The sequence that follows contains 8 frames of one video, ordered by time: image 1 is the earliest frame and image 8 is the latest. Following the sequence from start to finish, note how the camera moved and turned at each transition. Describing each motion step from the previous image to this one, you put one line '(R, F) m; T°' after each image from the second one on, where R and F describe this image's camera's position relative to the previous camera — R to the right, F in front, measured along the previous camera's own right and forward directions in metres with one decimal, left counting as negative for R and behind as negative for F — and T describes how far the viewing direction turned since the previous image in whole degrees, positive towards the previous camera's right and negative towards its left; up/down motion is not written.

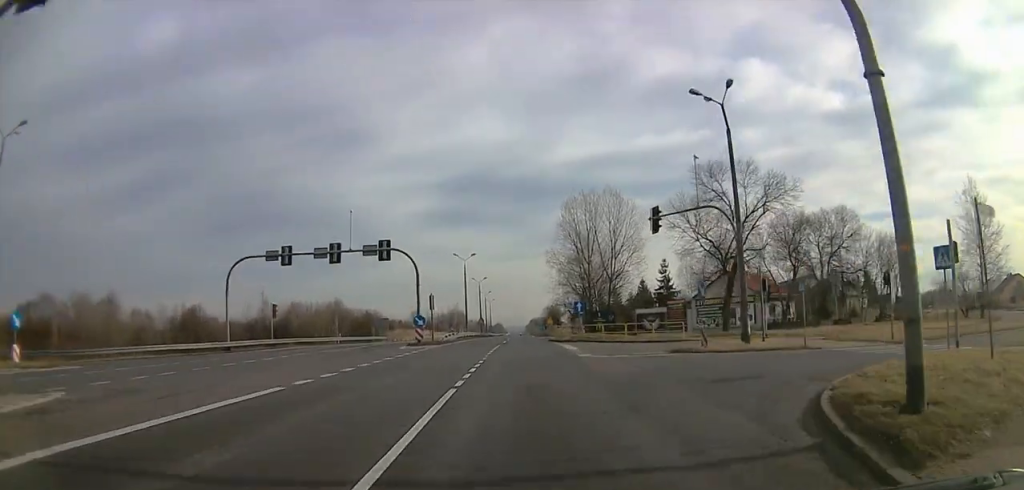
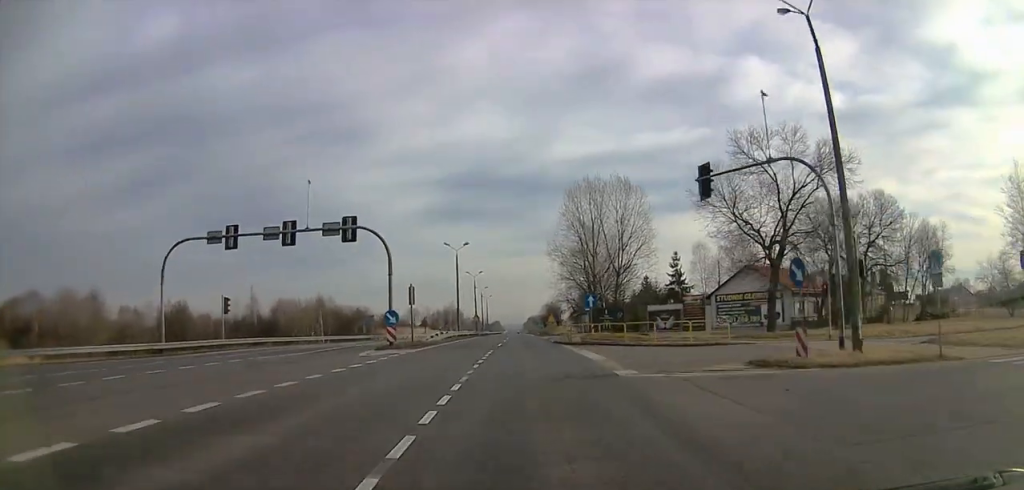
(0.0, +9.7) m; 0°
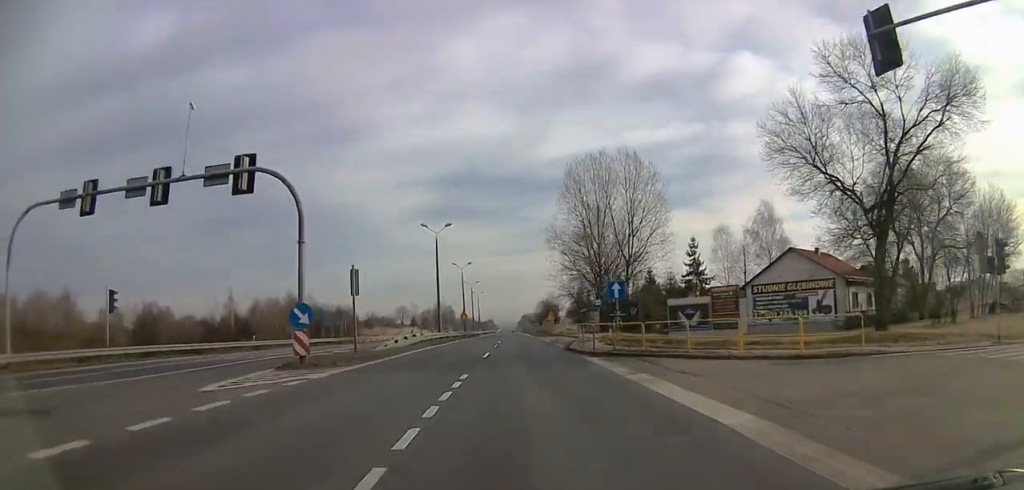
(-0.1, +13.4) m; 0°
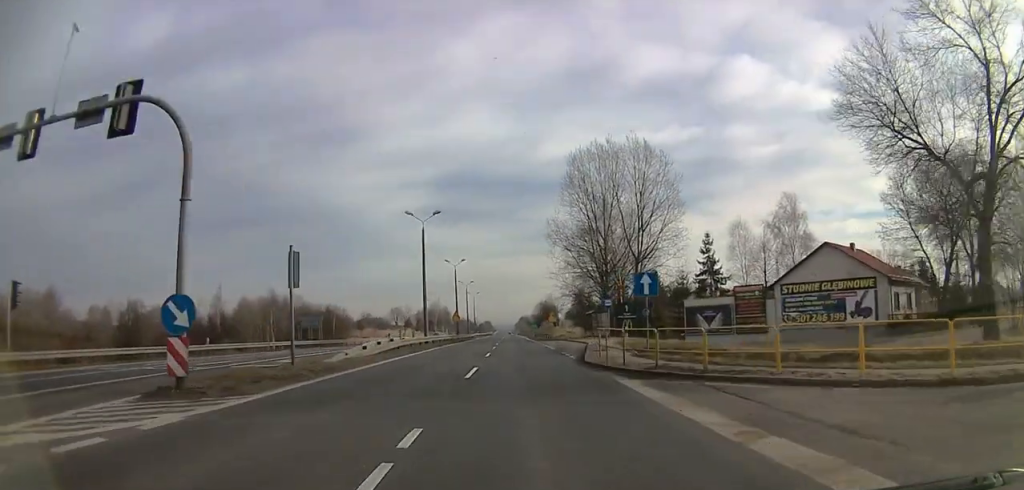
(+0.1, +7.5) m; +1°
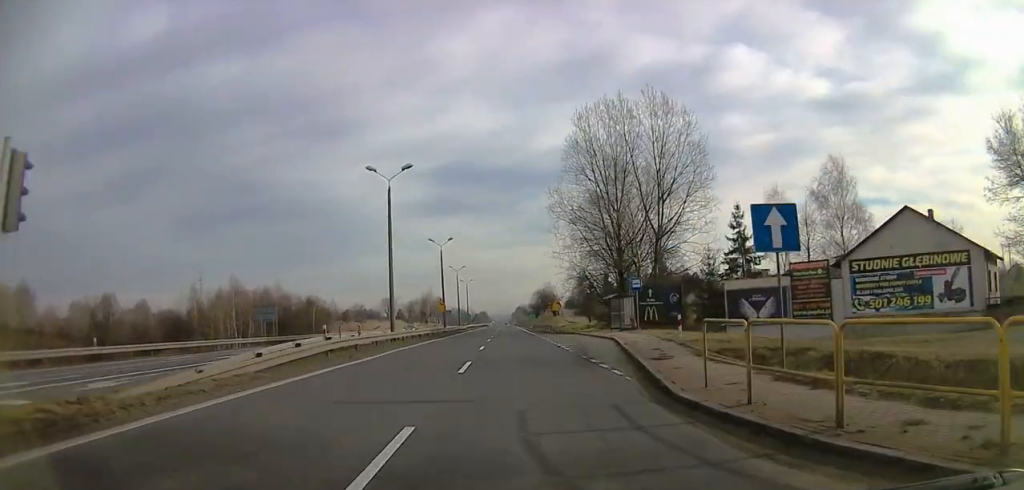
(+0.1, +12.7) m; +1°
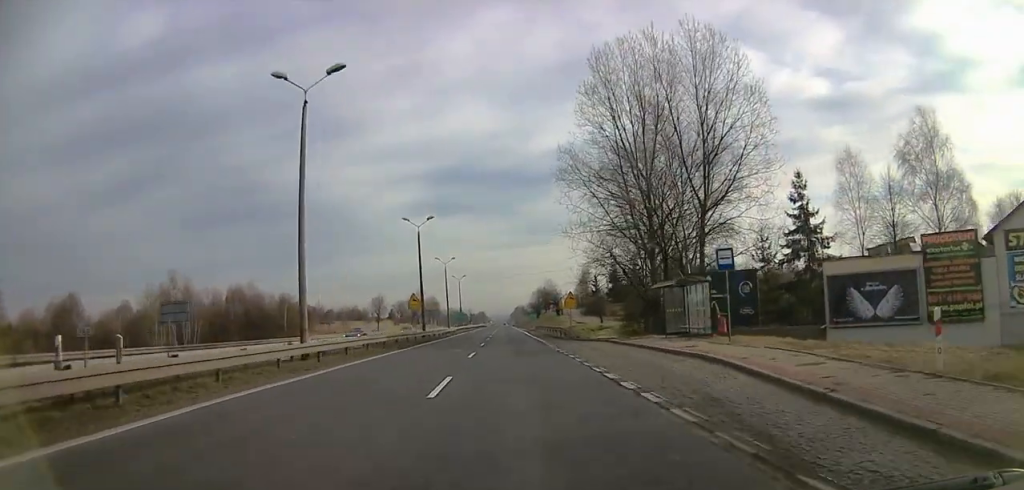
(+0.2, +16.9) m; 0°
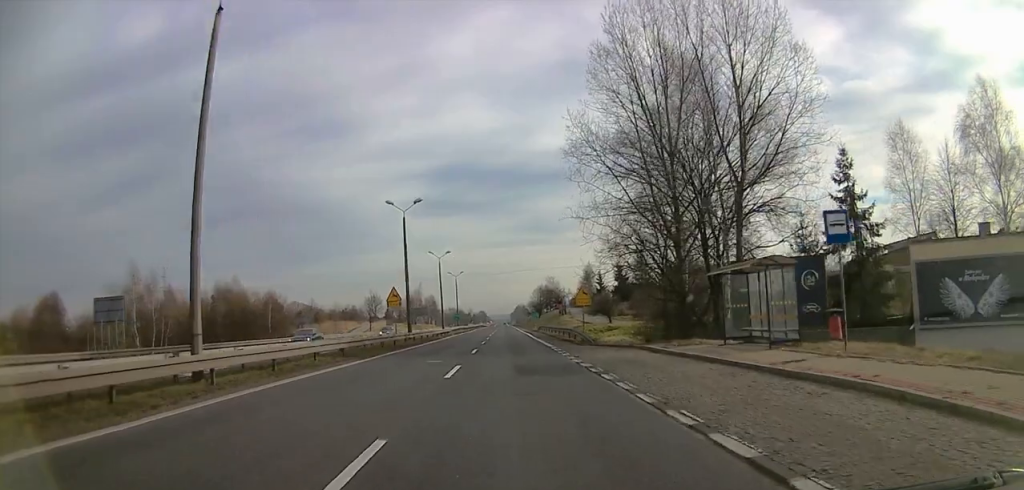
(-0.1, +7.6) m; -1°
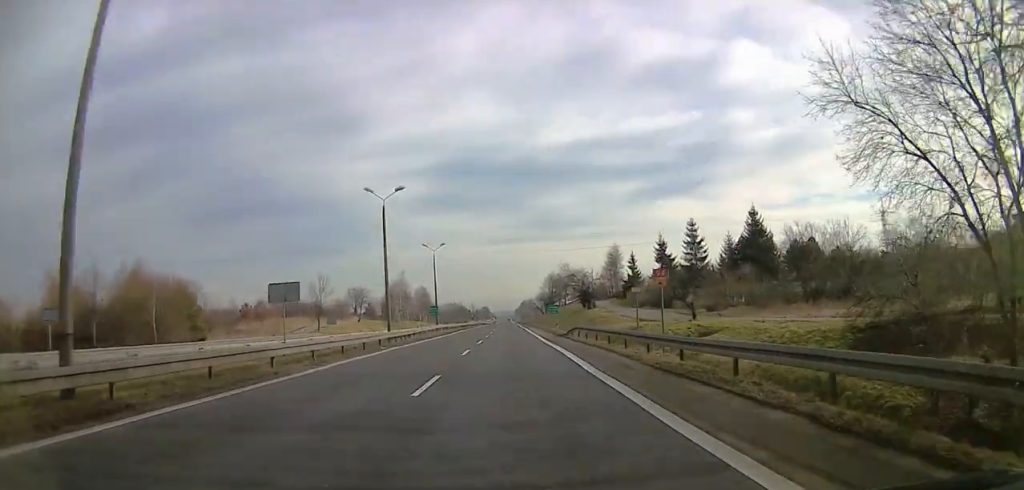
(-0.1, +36.4) m; 0°
